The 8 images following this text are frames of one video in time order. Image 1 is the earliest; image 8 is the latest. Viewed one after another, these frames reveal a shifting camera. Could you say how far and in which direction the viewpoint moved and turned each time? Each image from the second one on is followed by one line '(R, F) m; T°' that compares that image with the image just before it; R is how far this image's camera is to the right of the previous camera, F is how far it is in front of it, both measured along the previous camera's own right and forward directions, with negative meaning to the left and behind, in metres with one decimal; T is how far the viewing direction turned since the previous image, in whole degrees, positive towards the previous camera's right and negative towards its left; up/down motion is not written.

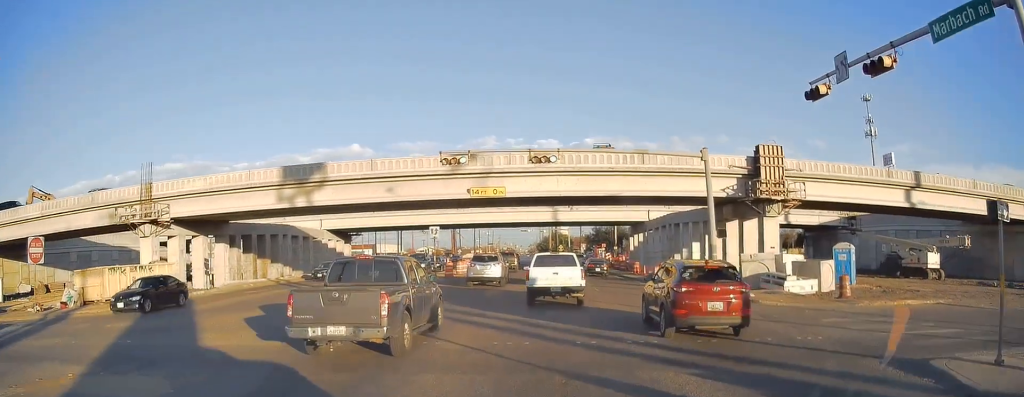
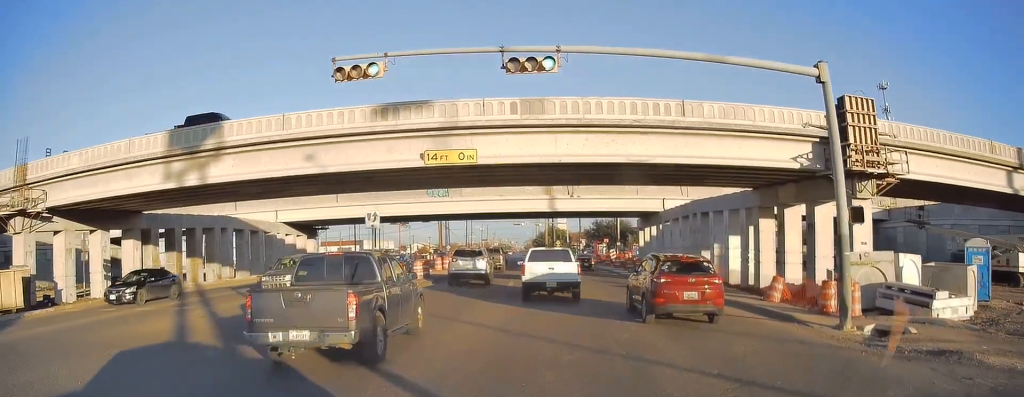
(-0.4, +12.0) m; -3°
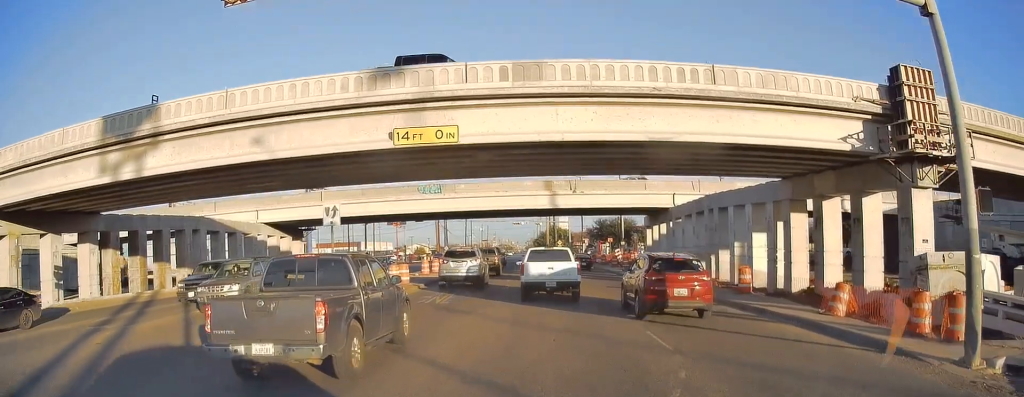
(-0.1, +4.9) m; 0°
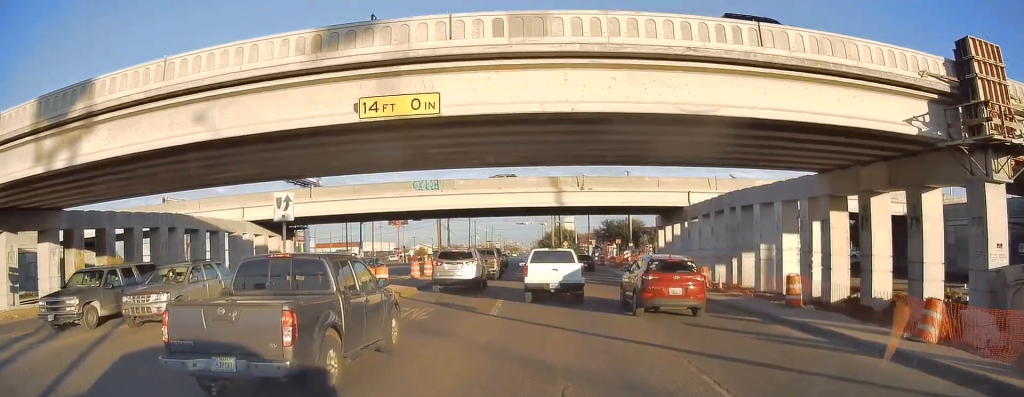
(+0.1, +4.5) m; +1°
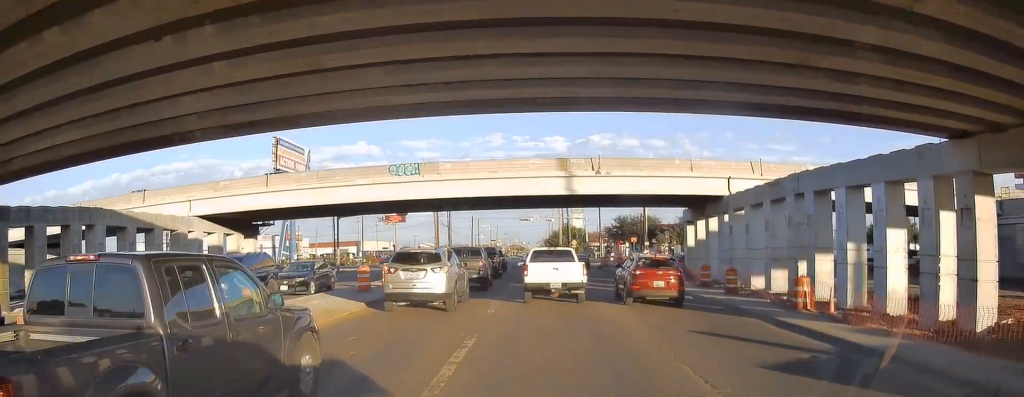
(+0.2, +11.3) m; +1°
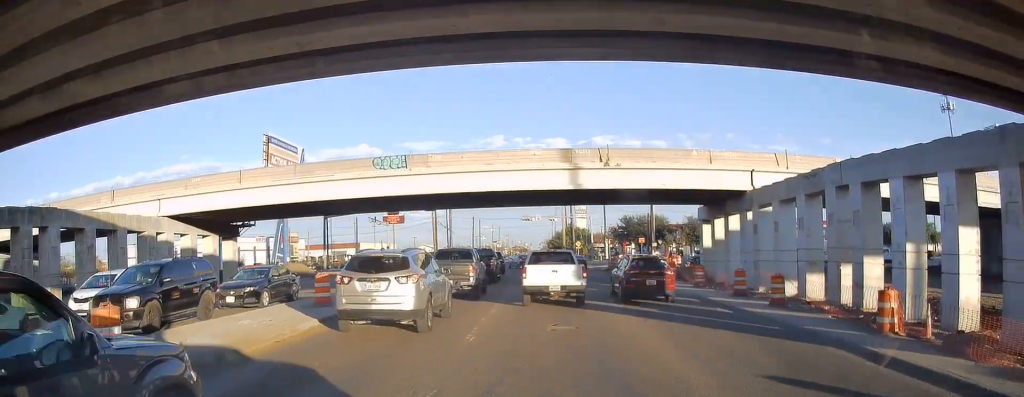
(0.0, +5.1) m; 0°
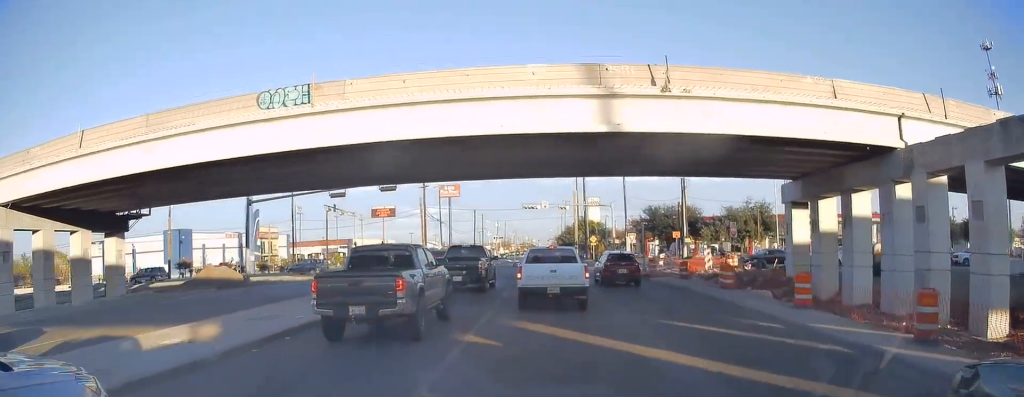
(-0.6, +18.4) m; -4°
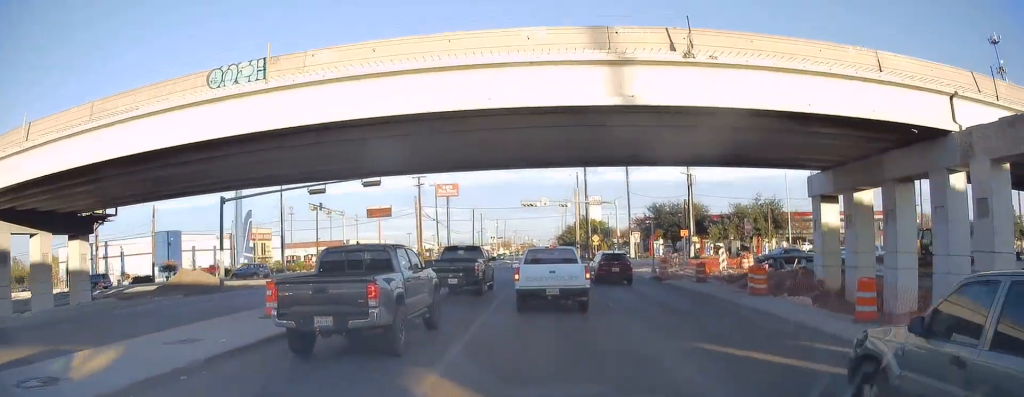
(-0.1, +4.0) m; 0°
